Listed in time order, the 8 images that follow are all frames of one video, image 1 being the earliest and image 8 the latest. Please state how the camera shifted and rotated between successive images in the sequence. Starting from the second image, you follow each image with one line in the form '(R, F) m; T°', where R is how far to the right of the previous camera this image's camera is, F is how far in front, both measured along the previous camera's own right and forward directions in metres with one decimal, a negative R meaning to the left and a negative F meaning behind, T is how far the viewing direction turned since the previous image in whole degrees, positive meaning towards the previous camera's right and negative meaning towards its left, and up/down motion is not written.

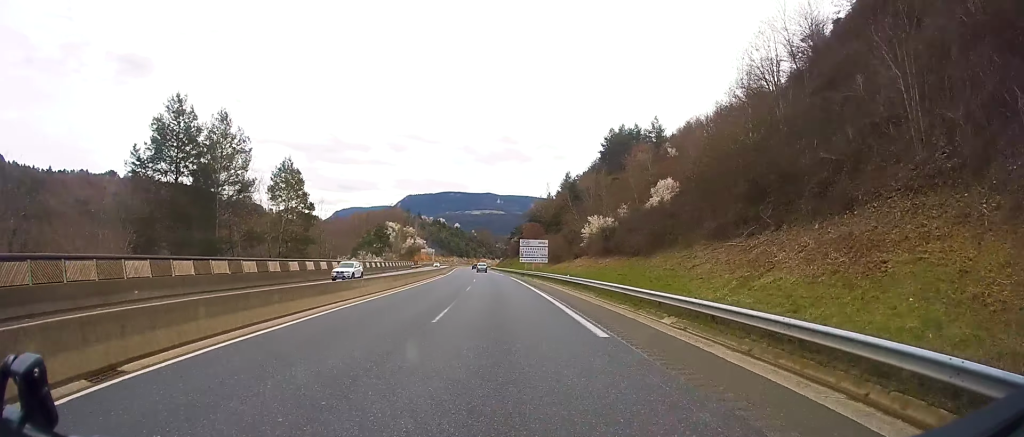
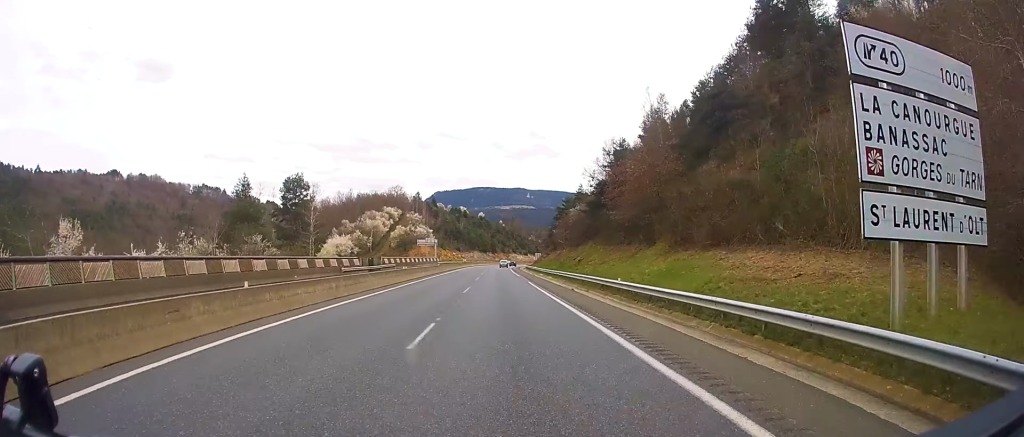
(-2.4, +68.4) m; -3°
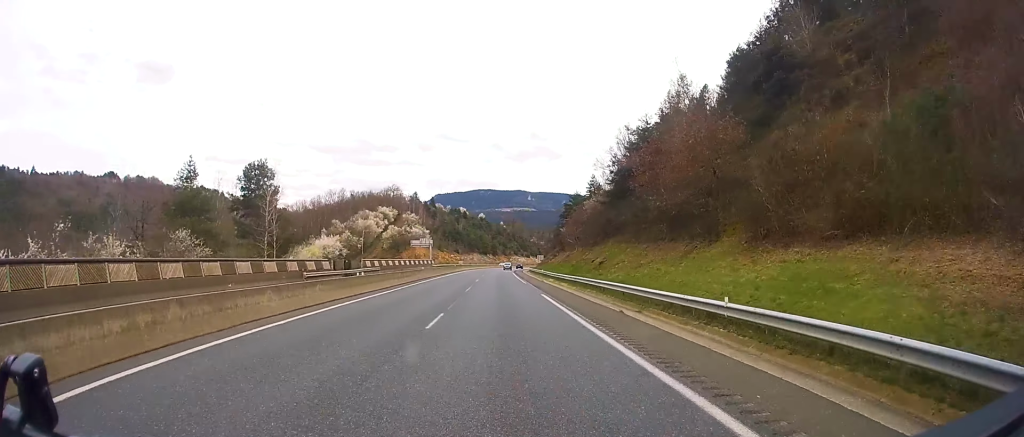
(-0.1, +10.1) m; 0°
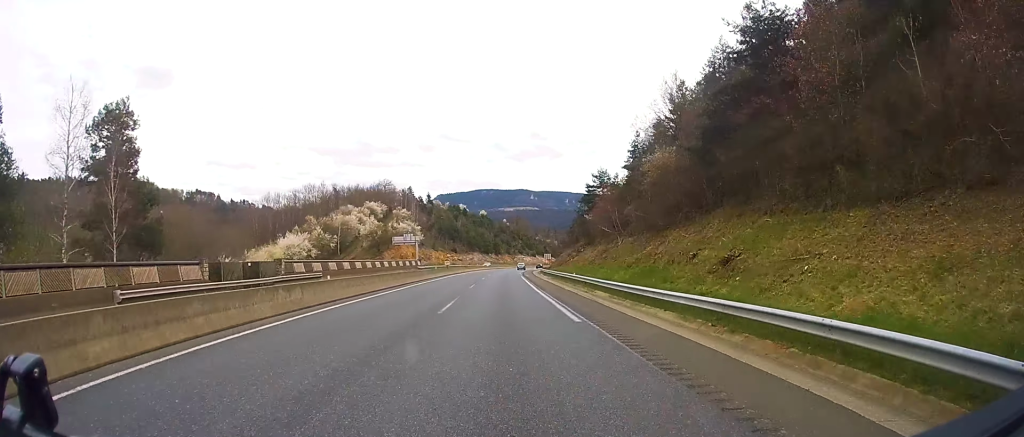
(-0.2, +22.1) m; 0°
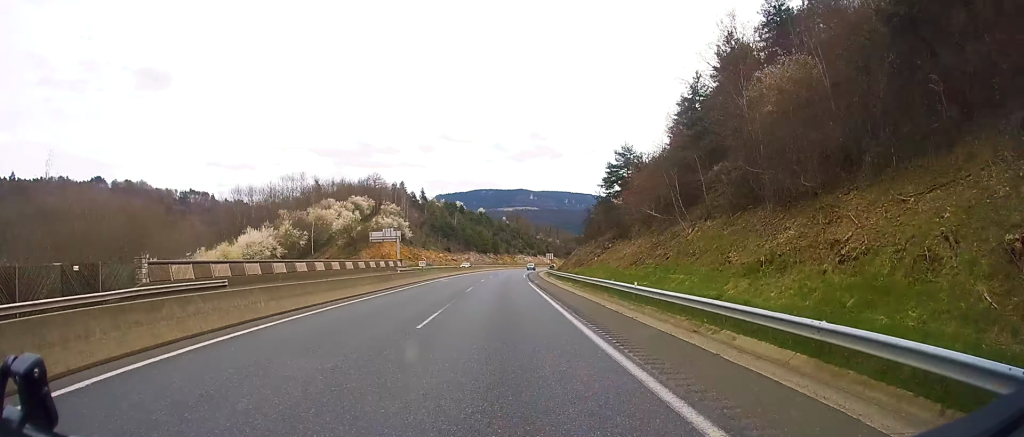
(-0.1, +16.1) m; 0°
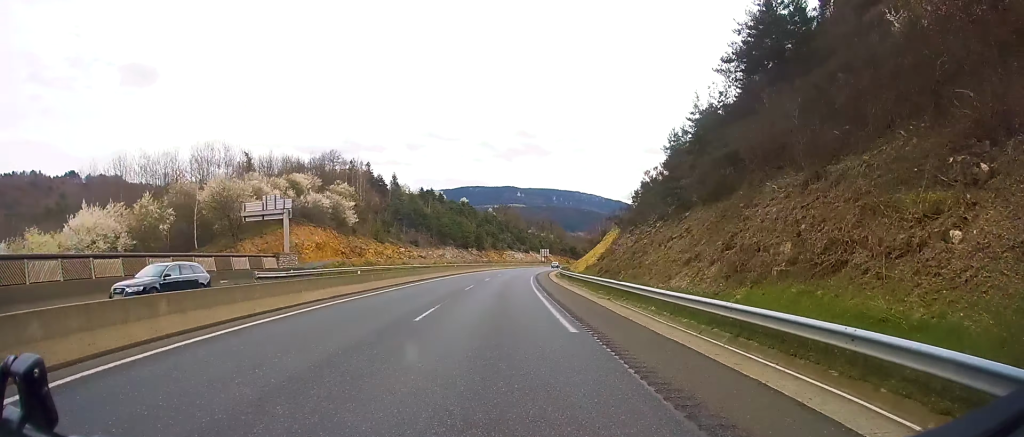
(+0.6, +37.2) m; +2°
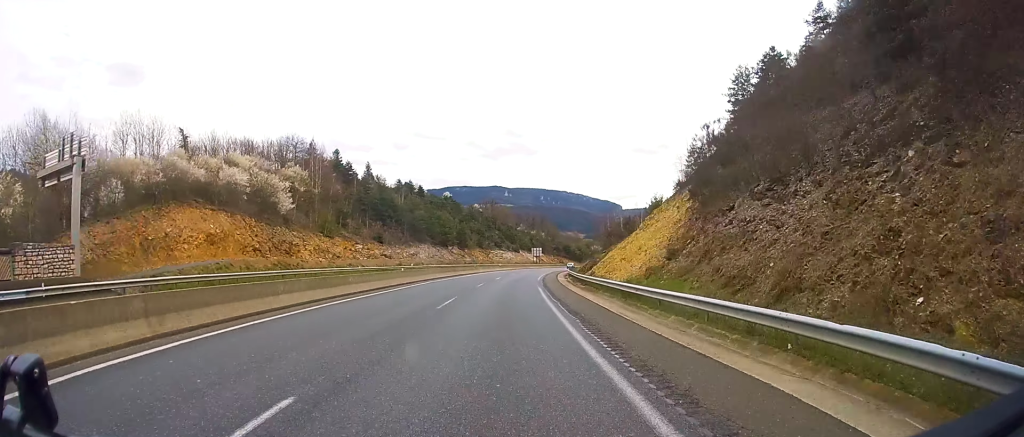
(+0.3, +22.1) m; +2°
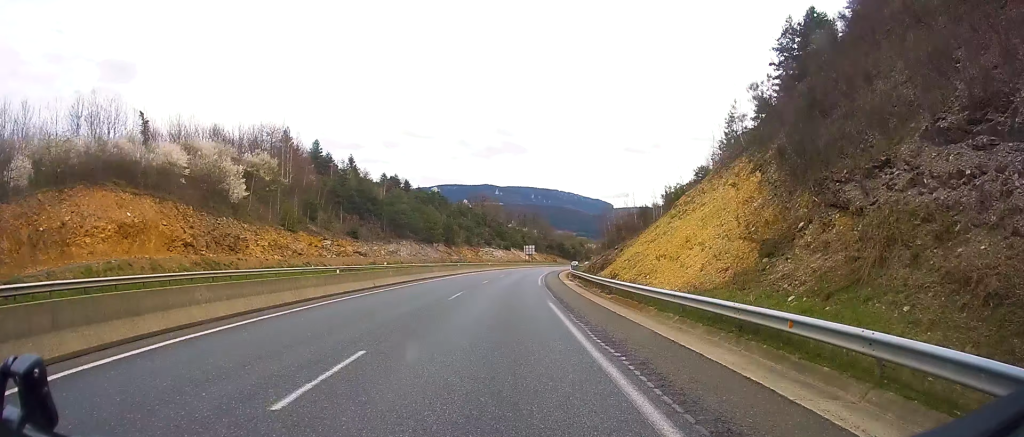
(0.0, +10.0) m; +1°
